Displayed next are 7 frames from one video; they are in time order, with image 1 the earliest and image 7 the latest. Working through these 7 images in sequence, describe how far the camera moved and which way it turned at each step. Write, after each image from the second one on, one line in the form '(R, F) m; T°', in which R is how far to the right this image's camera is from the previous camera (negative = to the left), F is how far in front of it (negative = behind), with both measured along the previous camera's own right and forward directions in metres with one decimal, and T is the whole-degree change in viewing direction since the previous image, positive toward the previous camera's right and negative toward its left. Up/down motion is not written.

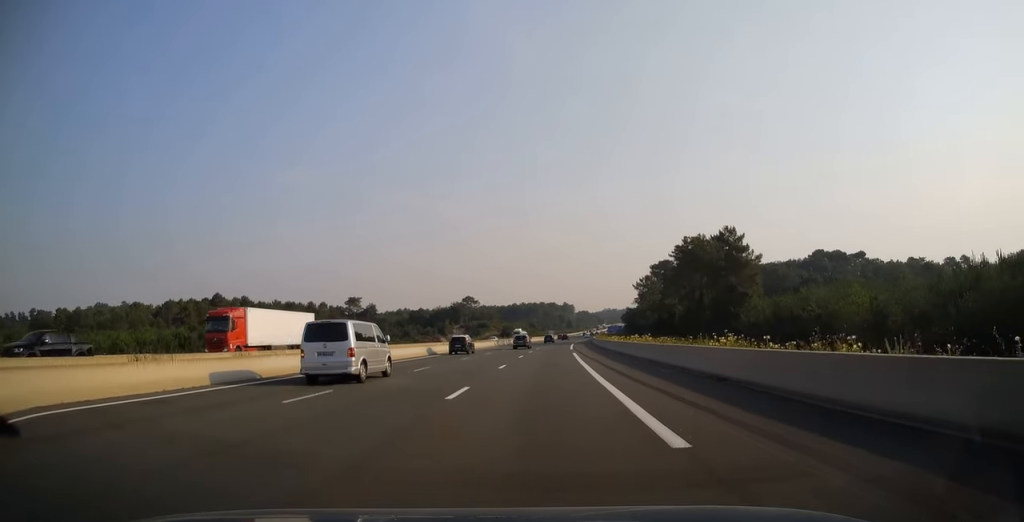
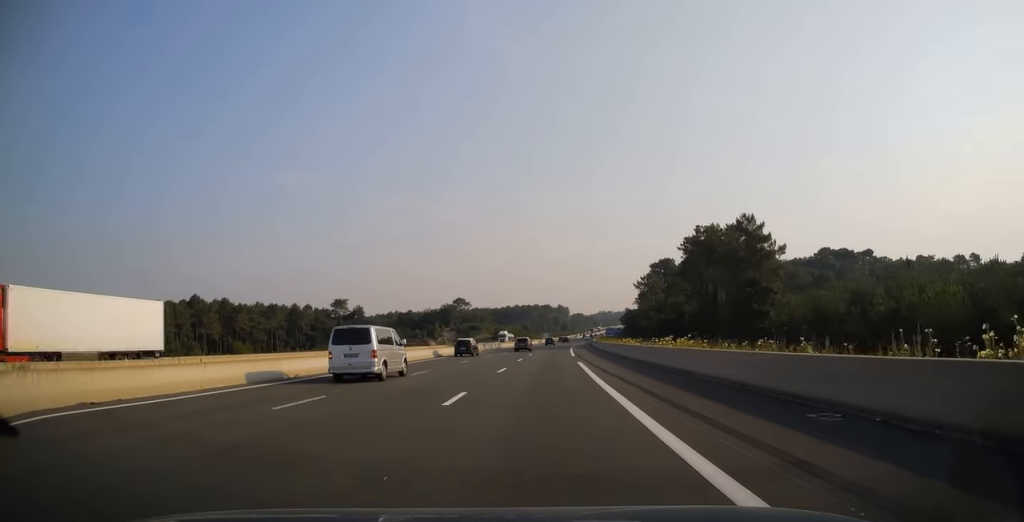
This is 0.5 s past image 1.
(0.0, +13.4) m; +1°
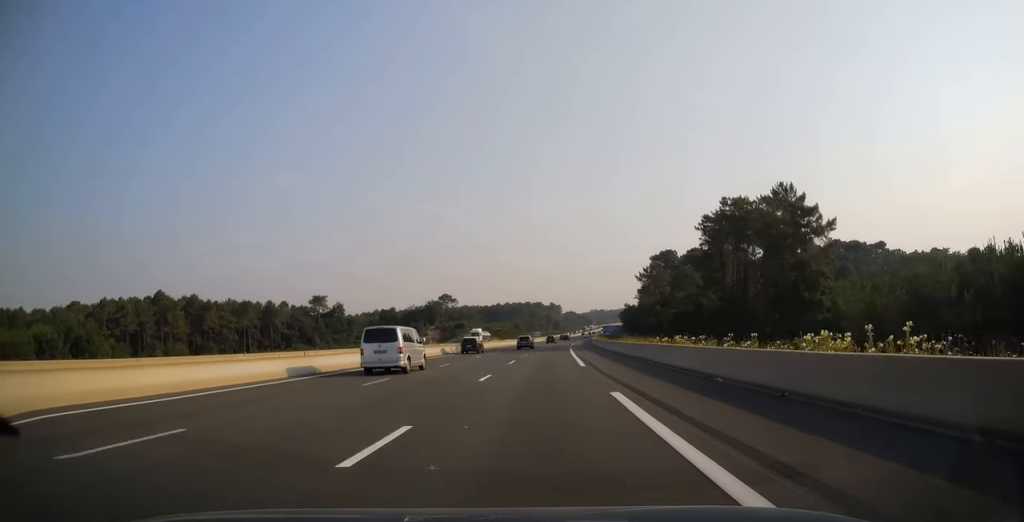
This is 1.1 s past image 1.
(+0.2, +19.3) m; +1°
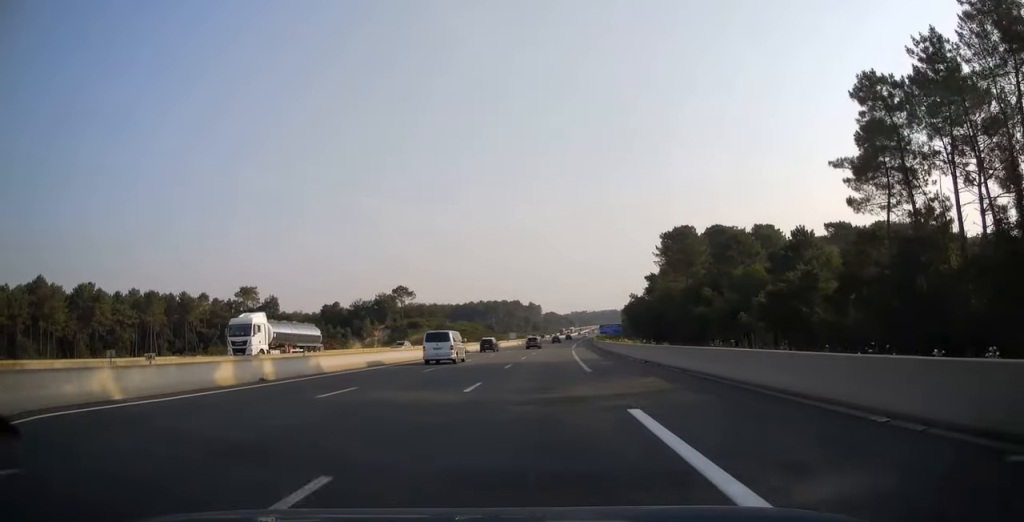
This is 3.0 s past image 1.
(+0.9, +55.4) m; +2°
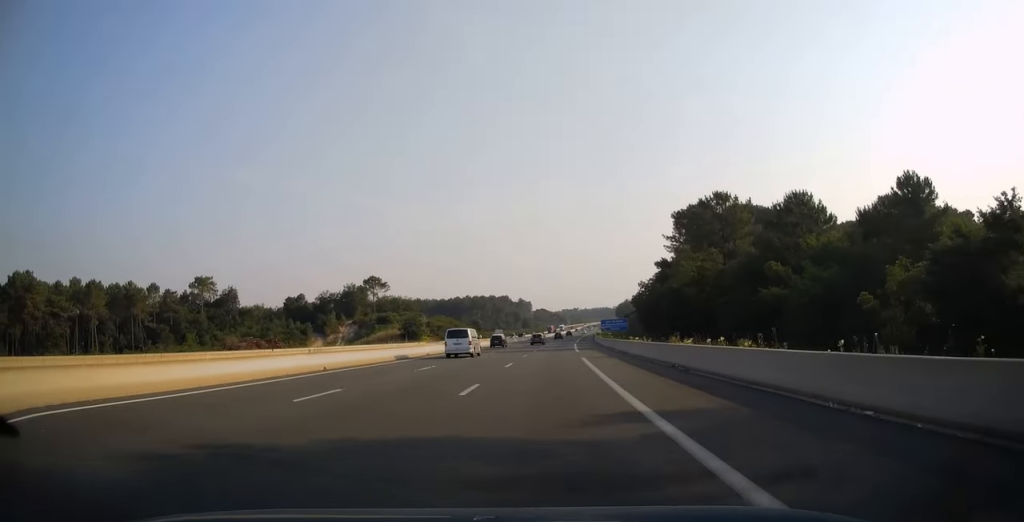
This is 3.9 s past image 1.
(+0.3, +27.6) m; +1°
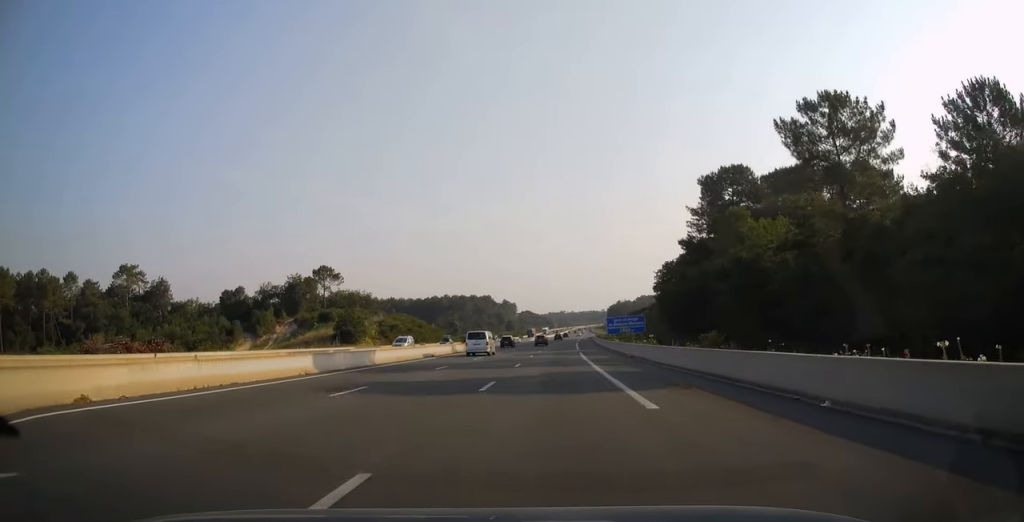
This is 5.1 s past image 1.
(+0.4, +37.0) m; +1°
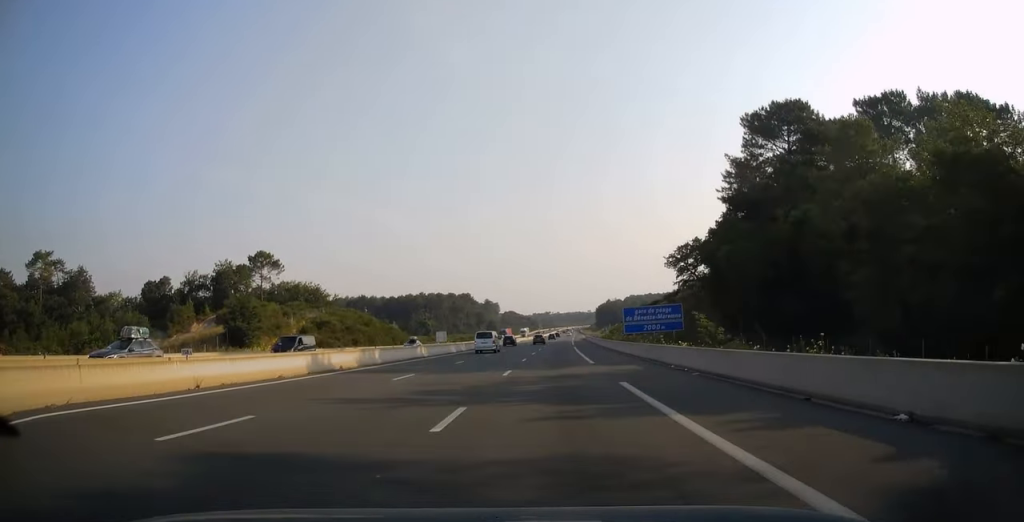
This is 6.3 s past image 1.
(+0.4, +33.1) m; +1°
